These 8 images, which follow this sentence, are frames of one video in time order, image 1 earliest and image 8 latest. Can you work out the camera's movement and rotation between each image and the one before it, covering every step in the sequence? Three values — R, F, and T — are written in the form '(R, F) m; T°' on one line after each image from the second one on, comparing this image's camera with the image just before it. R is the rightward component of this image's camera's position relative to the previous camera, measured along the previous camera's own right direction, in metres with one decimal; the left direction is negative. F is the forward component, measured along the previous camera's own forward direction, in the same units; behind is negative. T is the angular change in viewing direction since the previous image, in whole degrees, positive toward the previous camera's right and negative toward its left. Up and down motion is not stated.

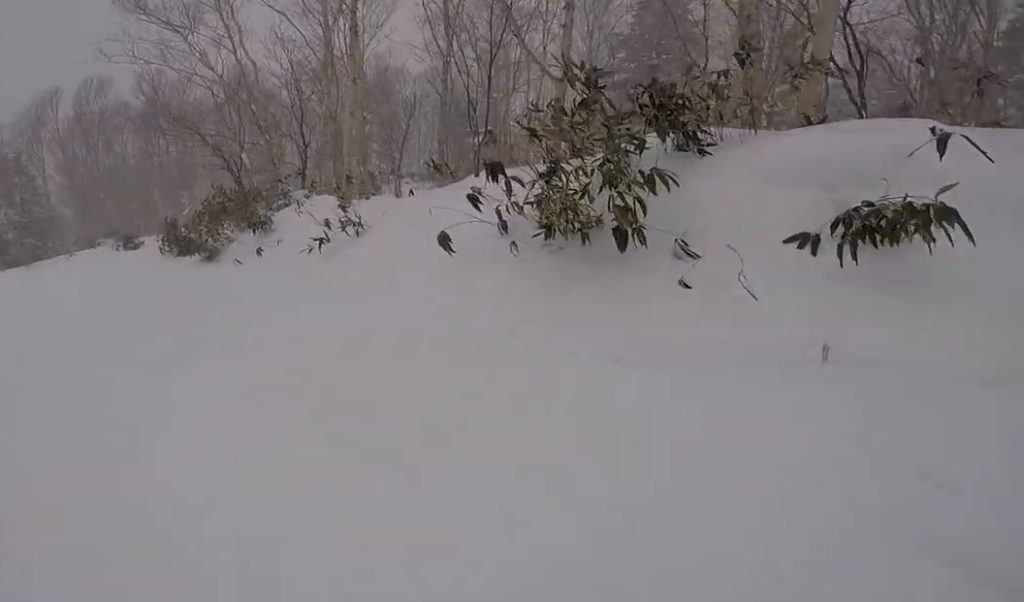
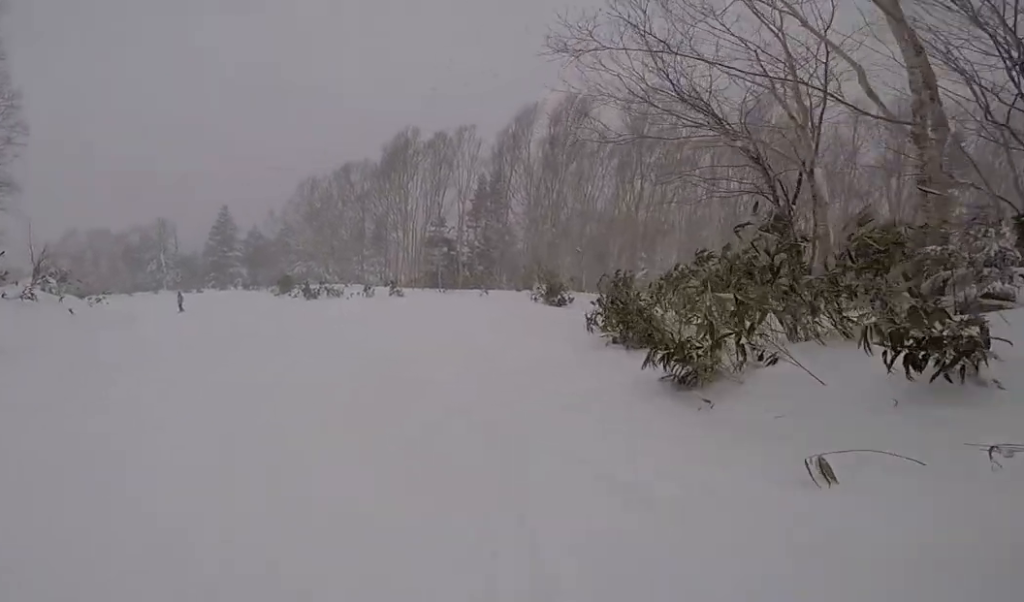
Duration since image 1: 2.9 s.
(-1.7, +11.5) m; -33°
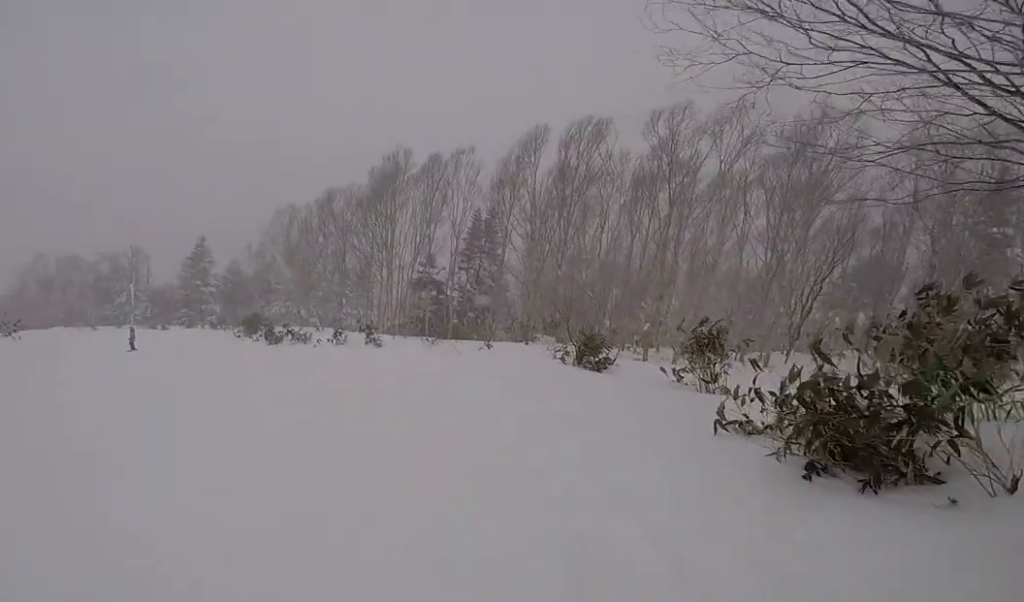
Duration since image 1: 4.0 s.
(-0.8, +3.9) m; -24°
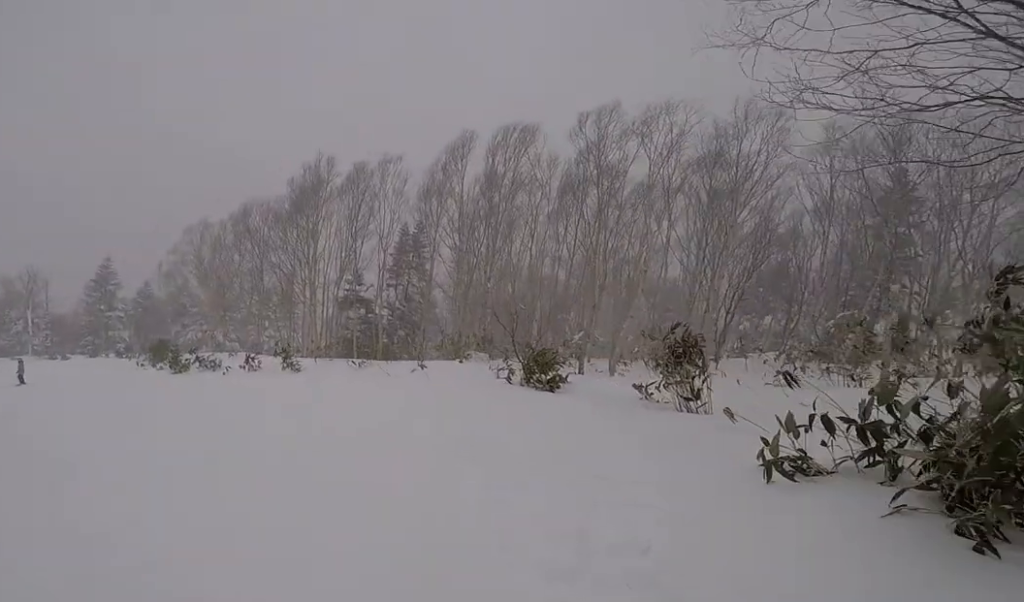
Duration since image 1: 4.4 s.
(-0.3, +1.6) m; -7°
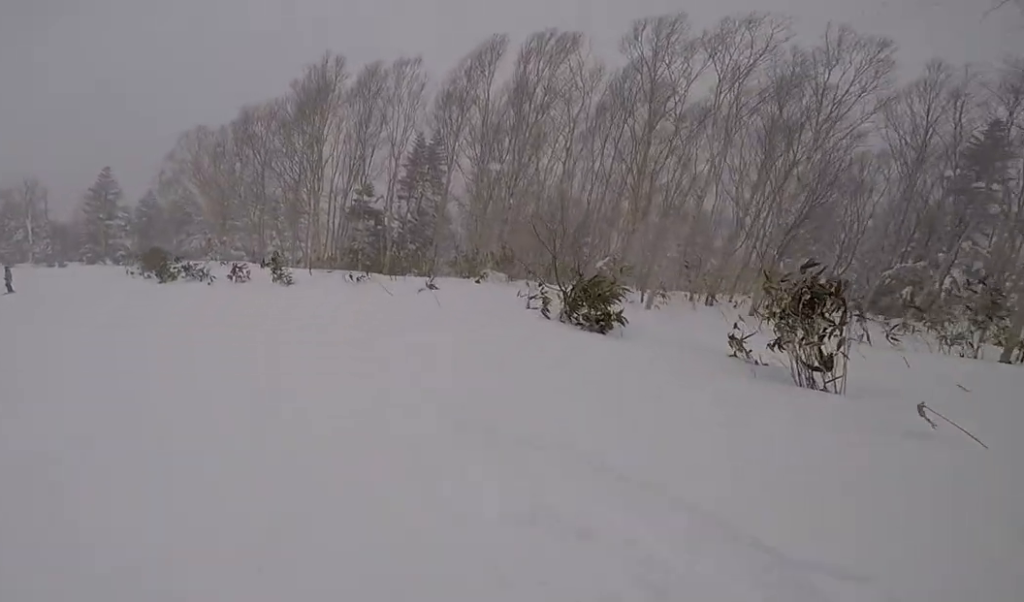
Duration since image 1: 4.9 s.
(-0.1, +1.8) m; -3°
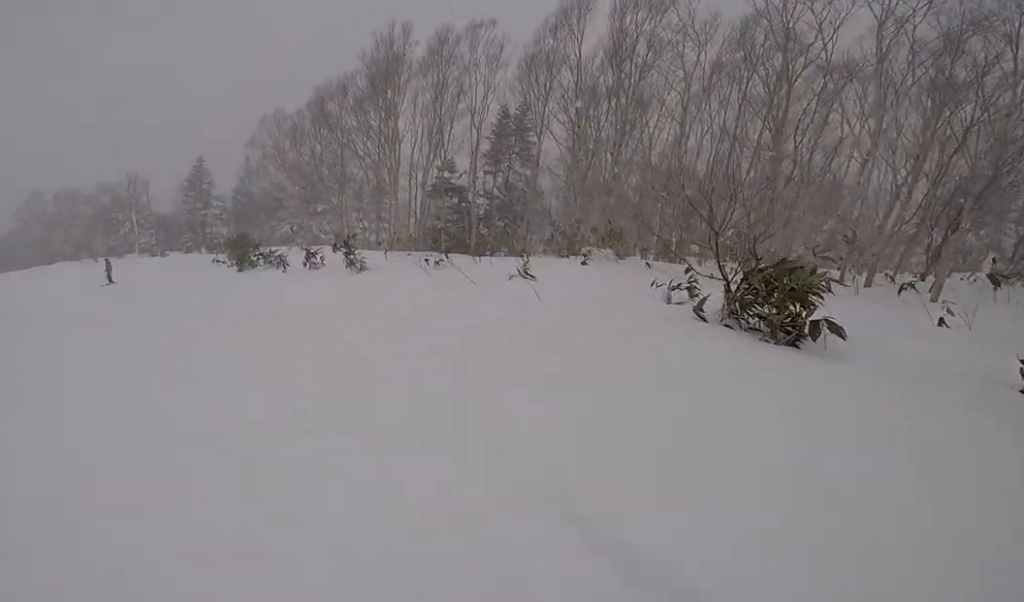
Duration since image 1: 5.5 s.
(0.0, +2.0) m; 0°
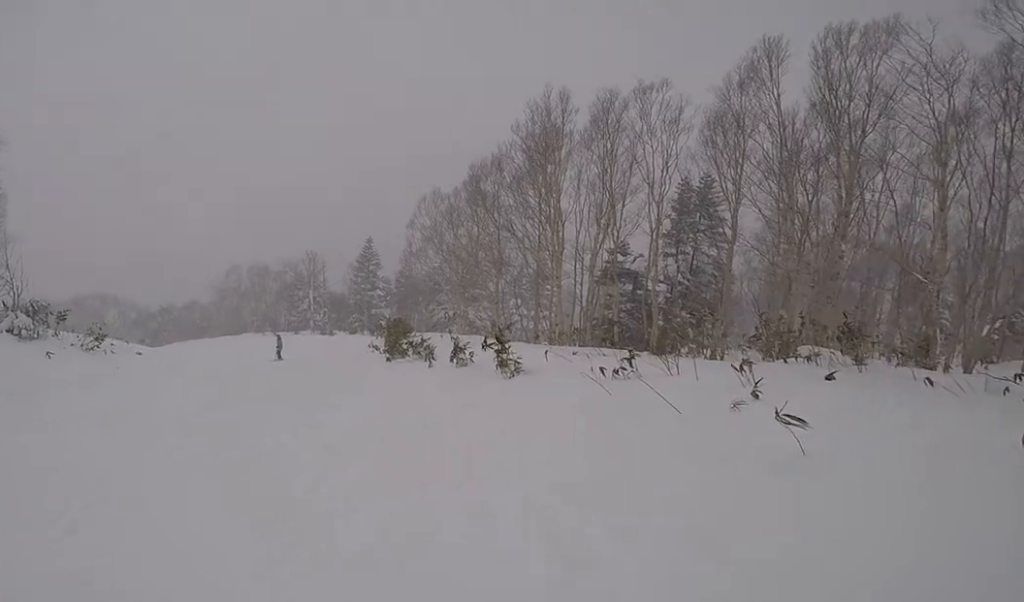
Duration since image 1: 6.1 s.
(0.0, +2.2) m; -9°
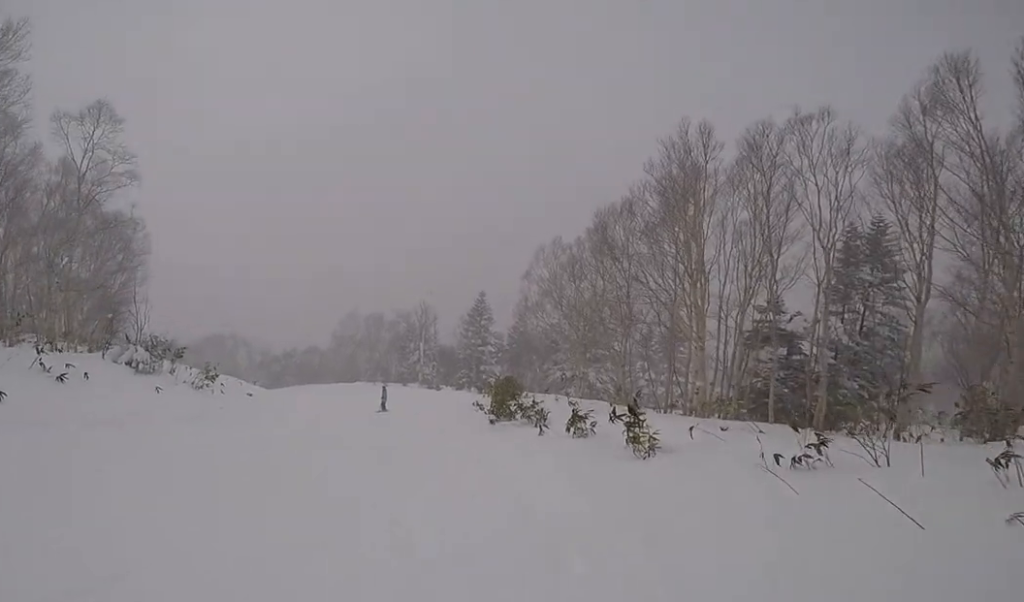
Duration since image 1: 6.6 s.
(+0.2, +1.5) m; -9°
